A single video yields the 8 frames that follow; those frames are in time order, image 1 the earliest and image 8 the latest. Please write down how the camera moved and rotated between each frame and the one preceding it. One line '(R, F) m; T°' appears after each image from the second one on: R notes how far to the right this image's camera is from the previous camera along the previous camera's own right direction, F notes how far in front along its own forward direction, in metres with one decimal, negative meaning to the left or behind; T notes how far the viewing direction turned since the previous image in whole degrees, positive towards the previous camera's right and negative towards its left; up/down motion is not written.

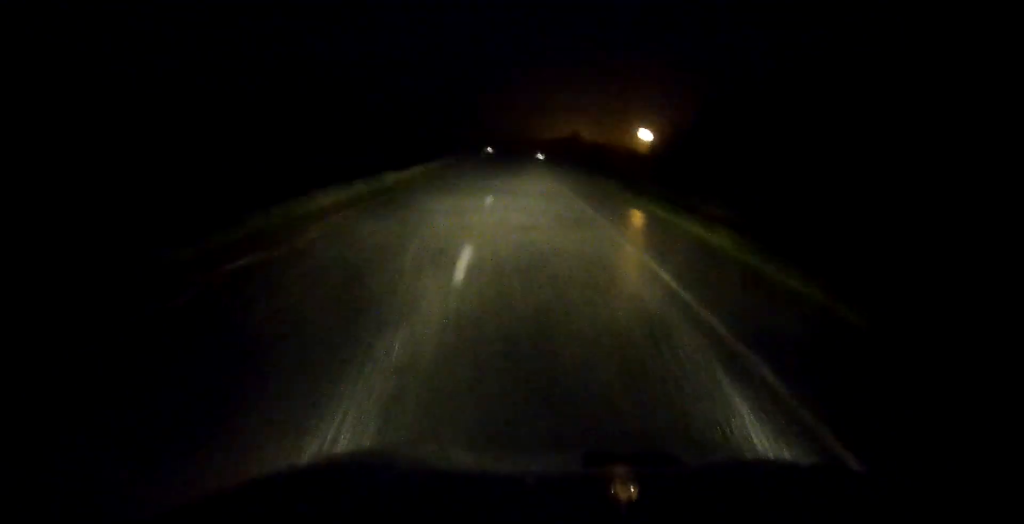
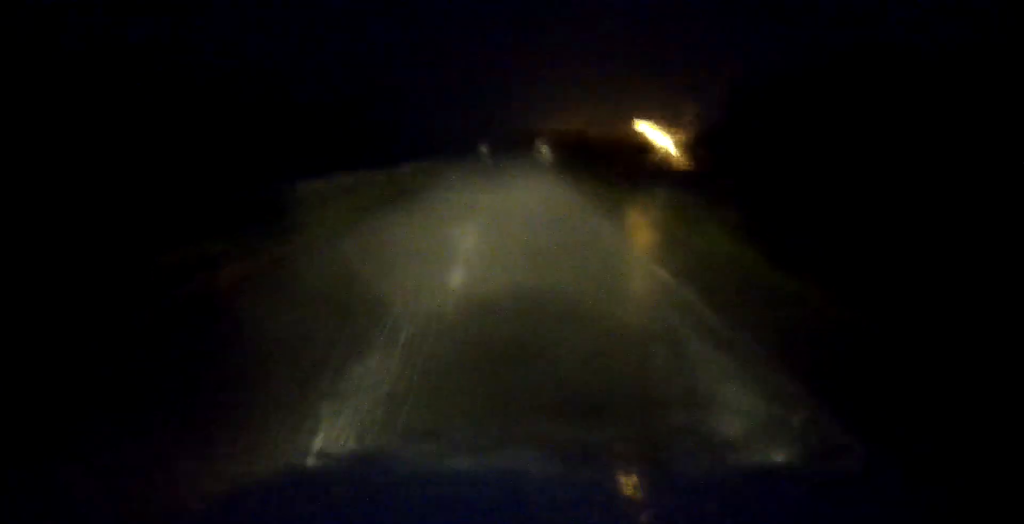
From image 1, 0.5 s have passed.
(-0.1, +11.9) m; 0°
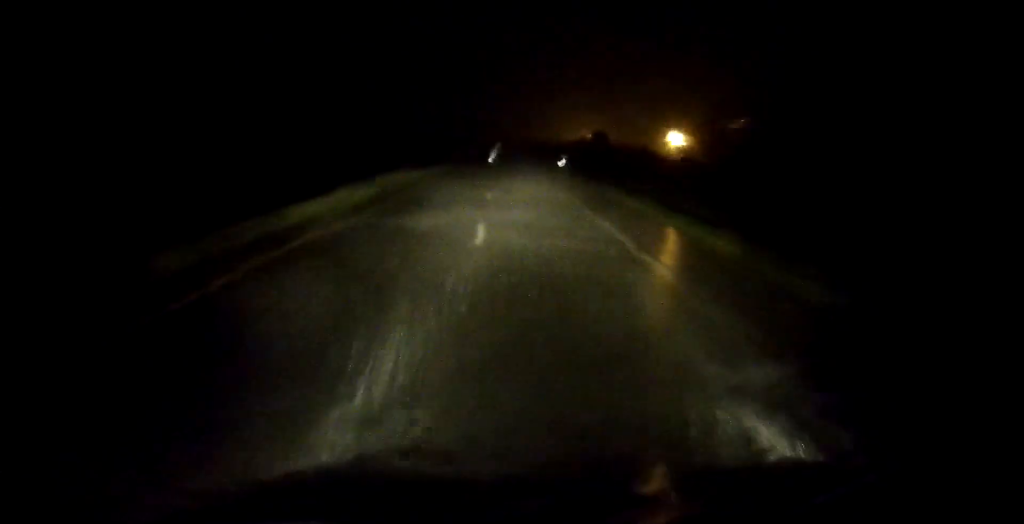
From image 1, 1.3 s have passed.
(-0.1, +20.6) m; -1°
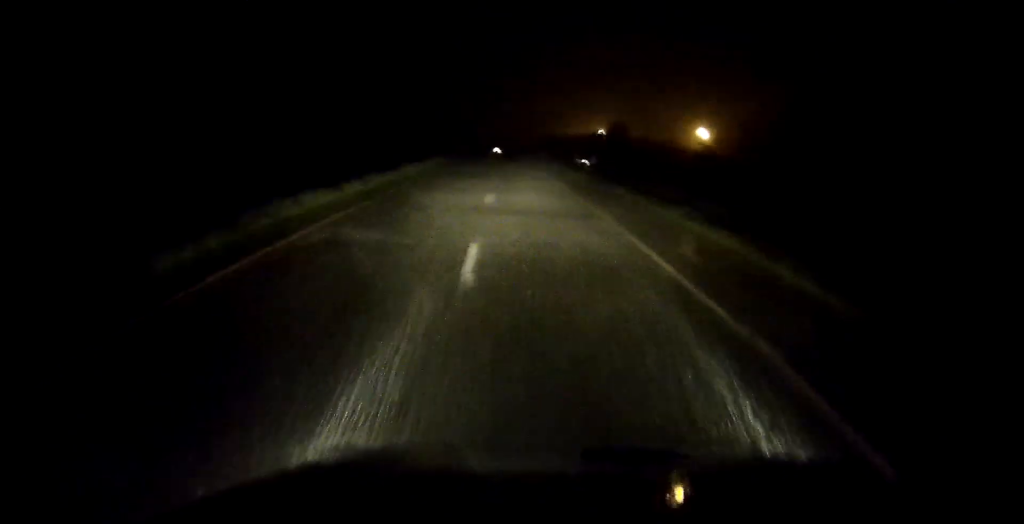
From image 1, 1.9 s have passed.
(0.0, +16.4) m; -1°
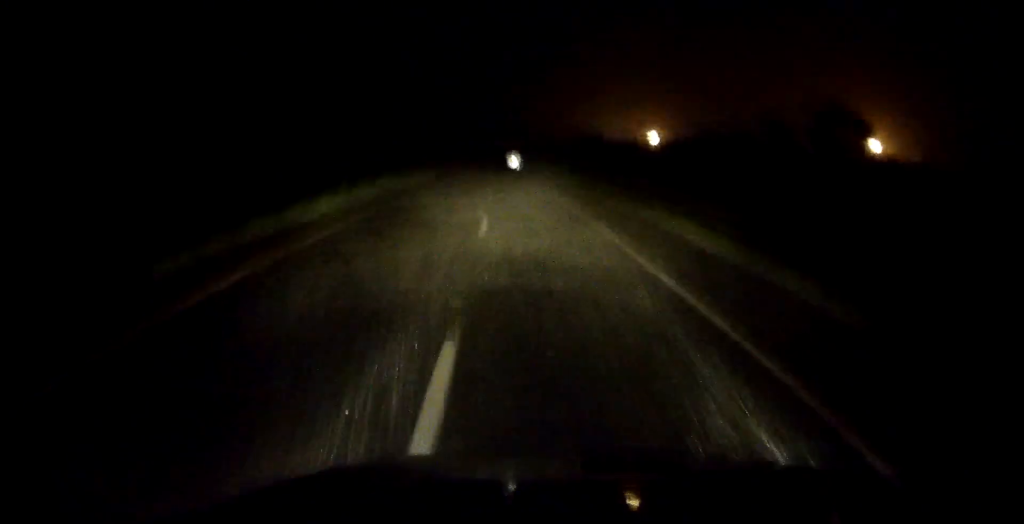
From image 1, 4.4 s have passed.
(-1.6, +66.1) m; -2°
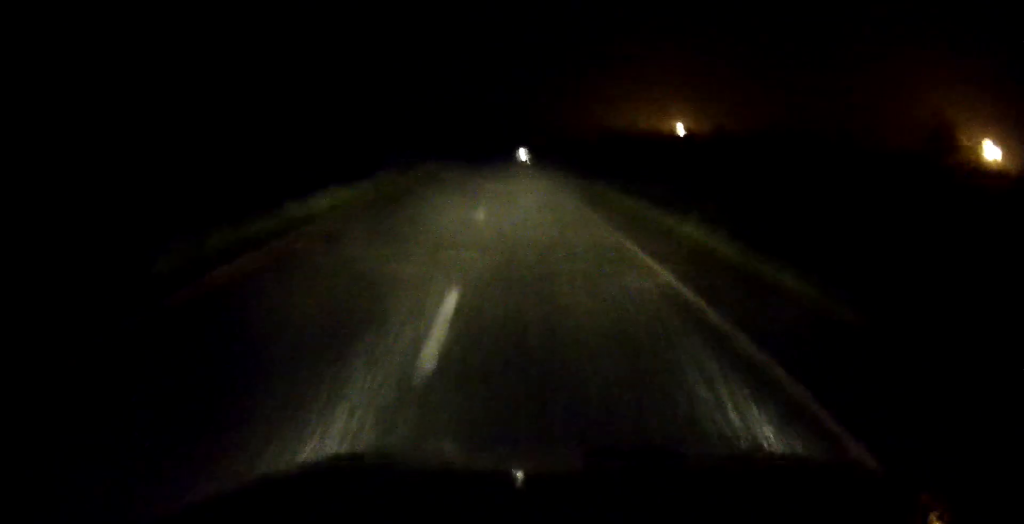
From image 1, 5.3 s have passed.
(0.0, +22.8) m; 0°
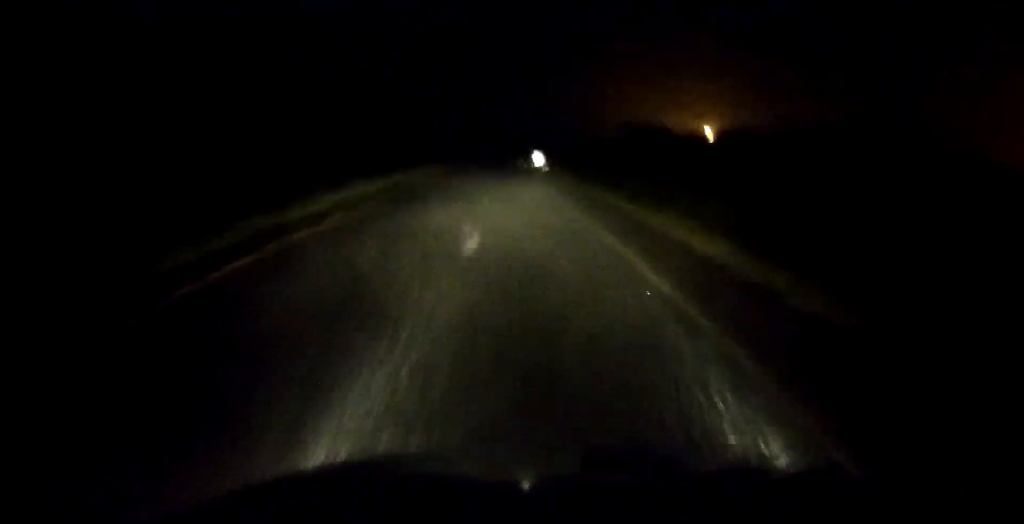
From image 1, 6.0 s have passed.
(0.0, +17.7) m; 0°
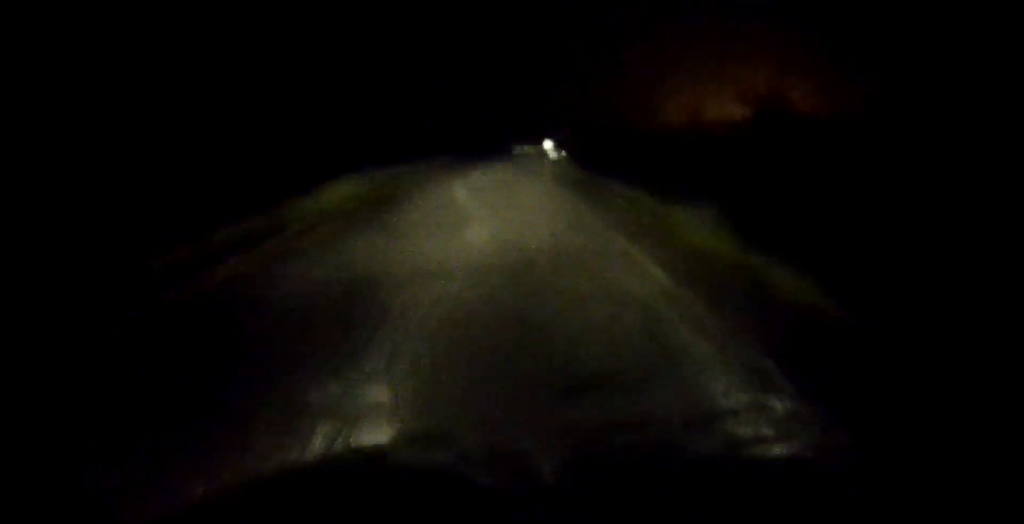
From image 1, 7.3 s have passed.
(-0.6, +35.5) m; -1°
